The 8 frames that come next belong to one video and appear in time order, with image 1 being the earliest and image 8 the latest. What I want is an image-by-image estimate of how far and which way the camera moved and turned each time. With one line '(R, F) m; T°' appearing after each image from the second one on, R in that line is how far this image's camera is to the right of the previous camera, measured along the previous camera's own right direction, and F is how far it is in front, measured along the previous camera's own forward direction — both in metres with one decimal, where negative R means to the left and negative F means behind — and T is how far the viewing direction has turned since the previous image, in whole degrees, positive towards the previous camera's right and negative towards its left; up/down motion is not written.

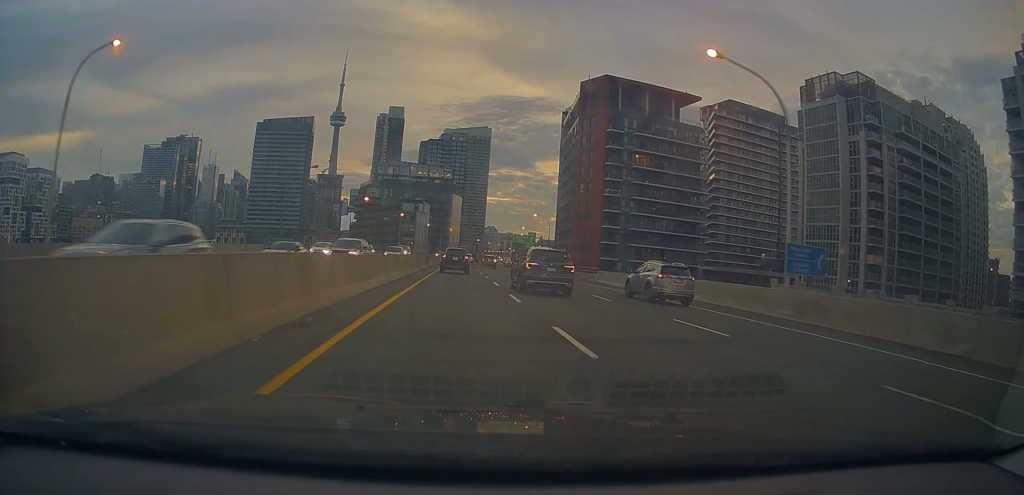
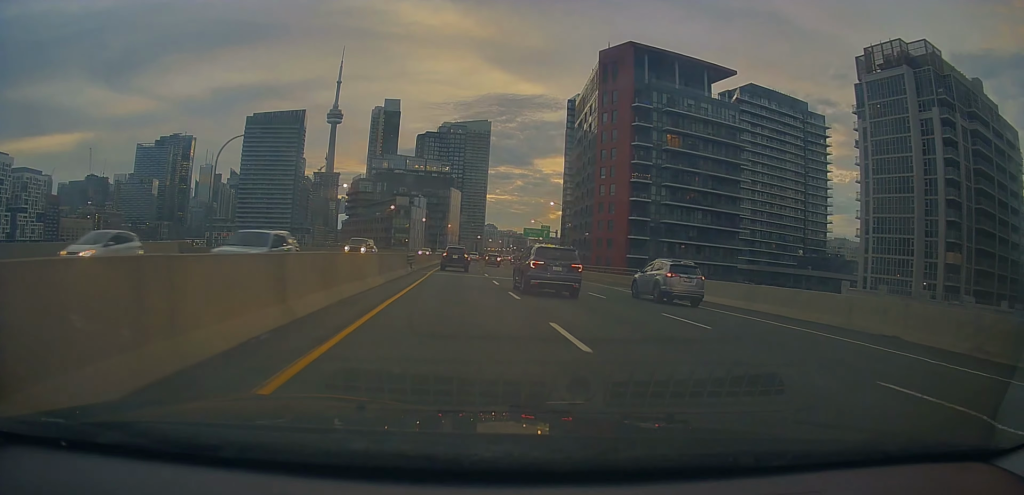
(-0.1, +17.4) m; +1°
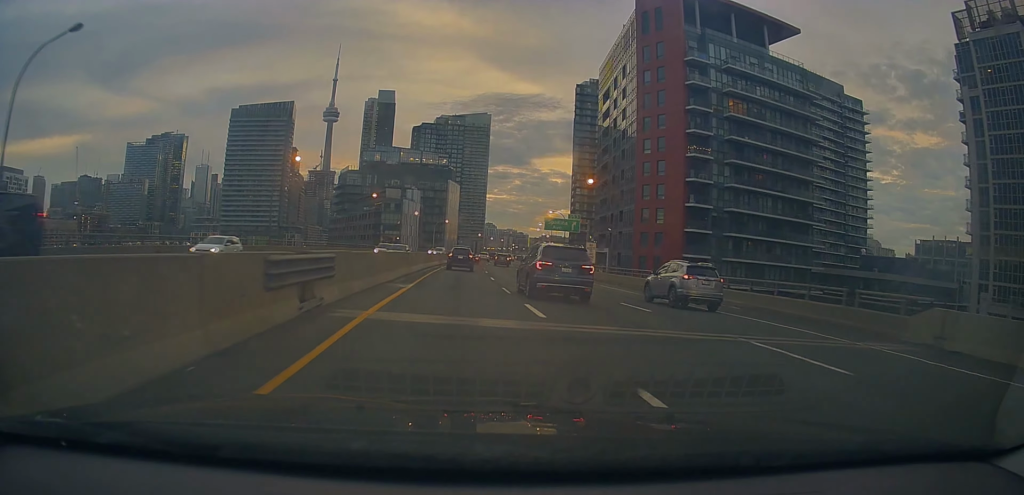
(+0.6, +23.3) m; 0°
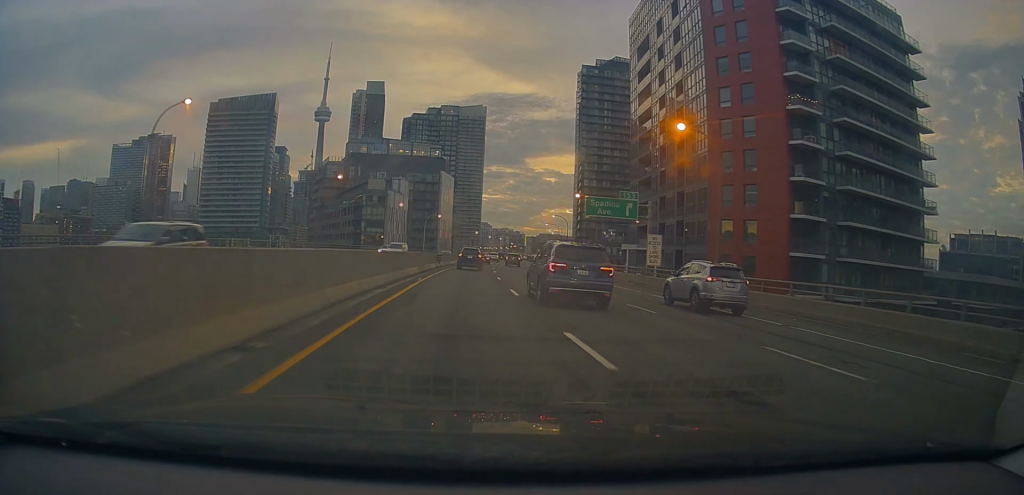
(-0.5, +23.8) m; -1°
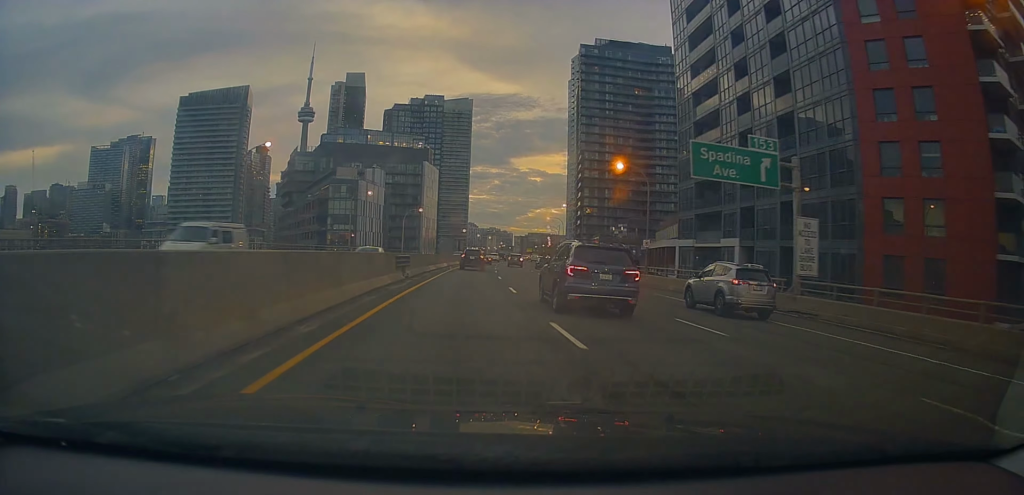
(+0.1, +22.6) m; +2°
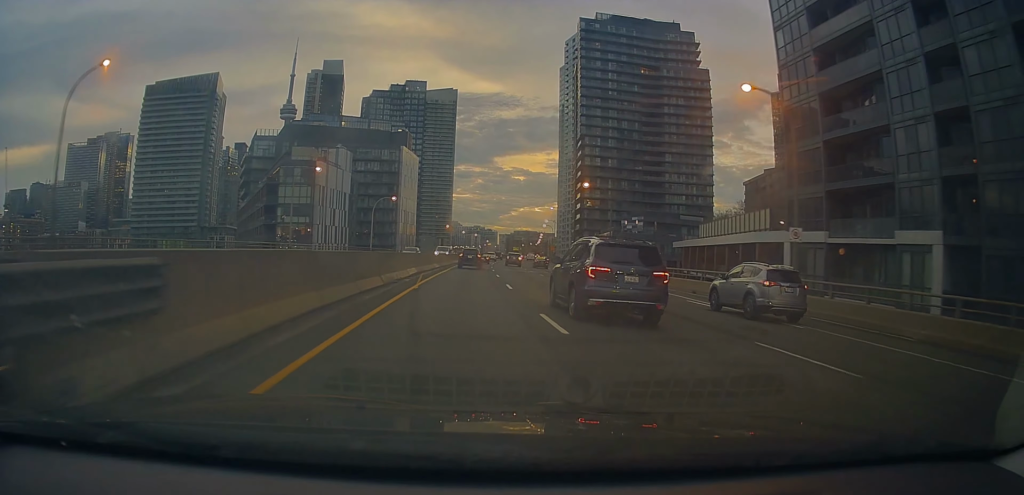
(+0.8, +22.7) m; +1°
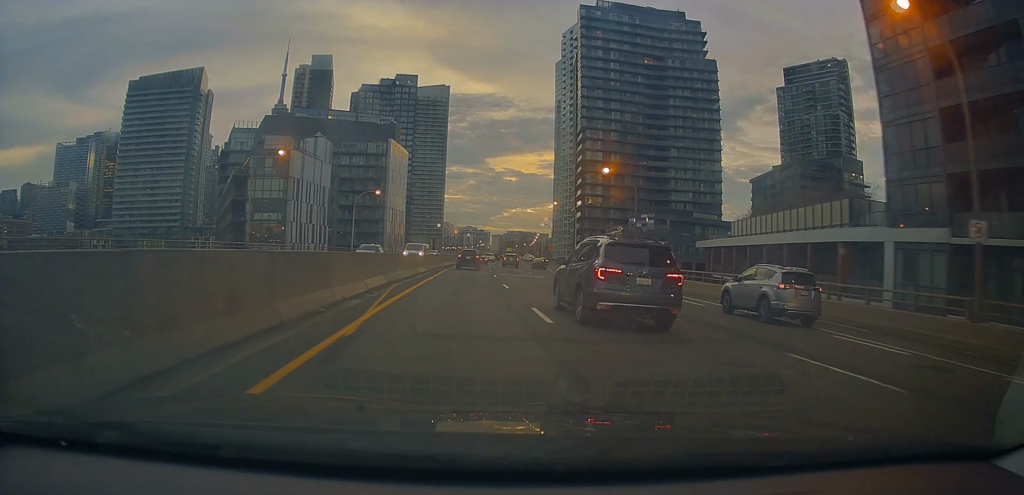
(0.0, +10.6) m; 0°
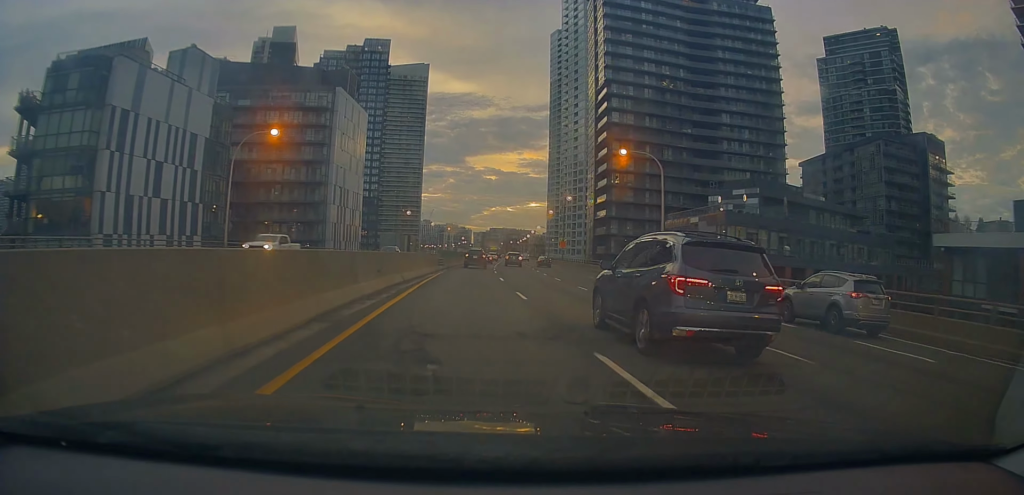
(+0.3, +42.4) m; +1°
